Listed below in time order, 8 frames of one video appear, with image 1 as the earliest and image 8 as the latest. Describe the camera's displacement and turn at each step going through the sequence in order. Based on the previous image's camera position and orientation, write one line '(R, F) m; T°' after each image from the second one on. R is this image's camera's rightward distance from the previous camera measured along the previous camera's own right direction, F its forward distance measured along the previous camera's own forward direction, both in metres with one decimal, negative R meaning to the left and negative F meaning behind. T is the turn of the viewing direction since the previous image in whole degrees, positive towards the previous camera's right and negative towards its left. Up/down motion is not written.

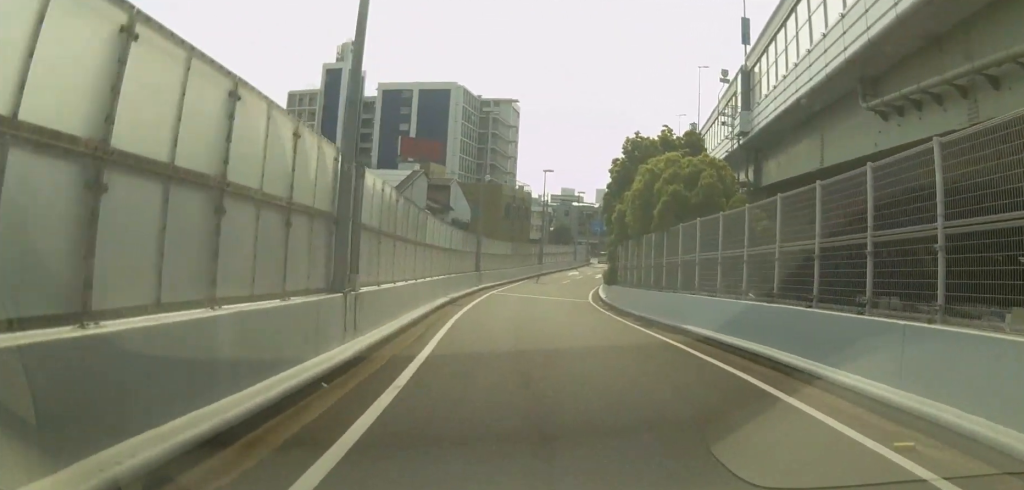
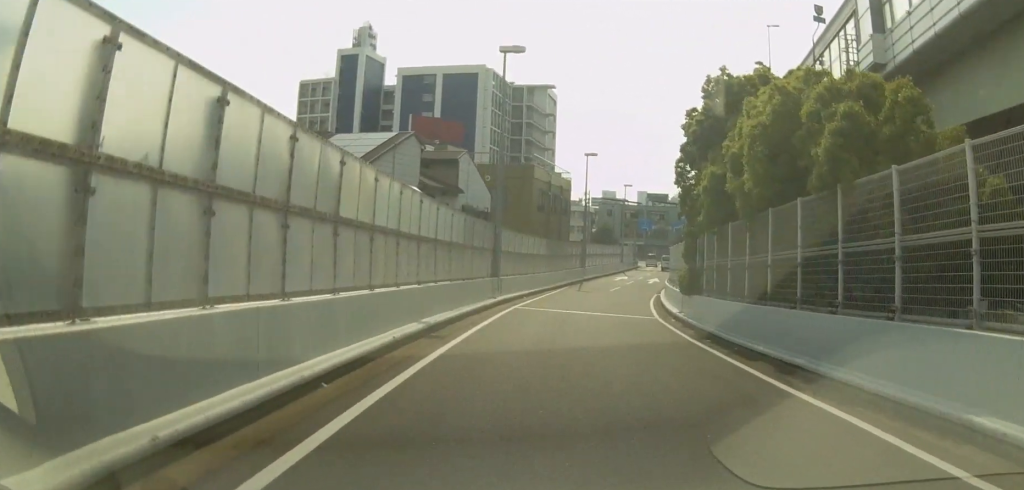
(-1.0, +12.7) m; -5°
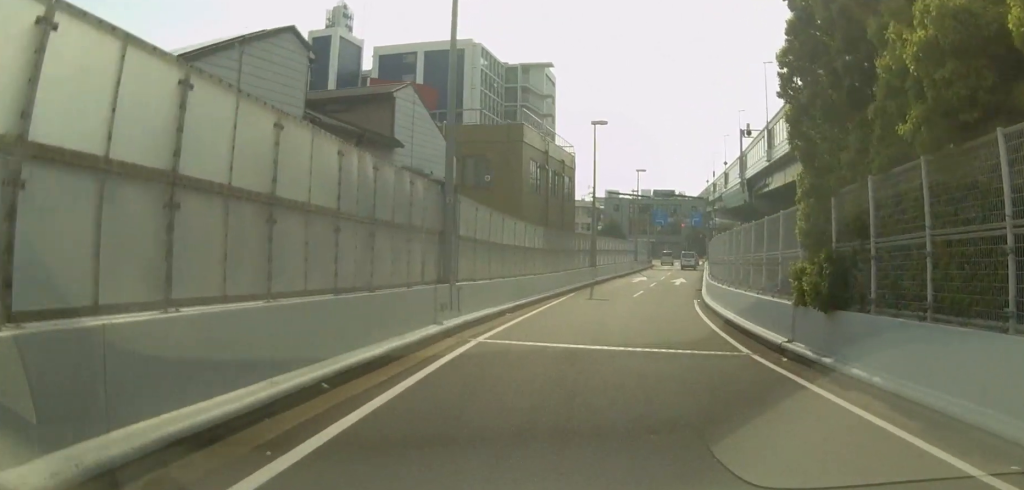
(0.0, +13.1) m; +2°
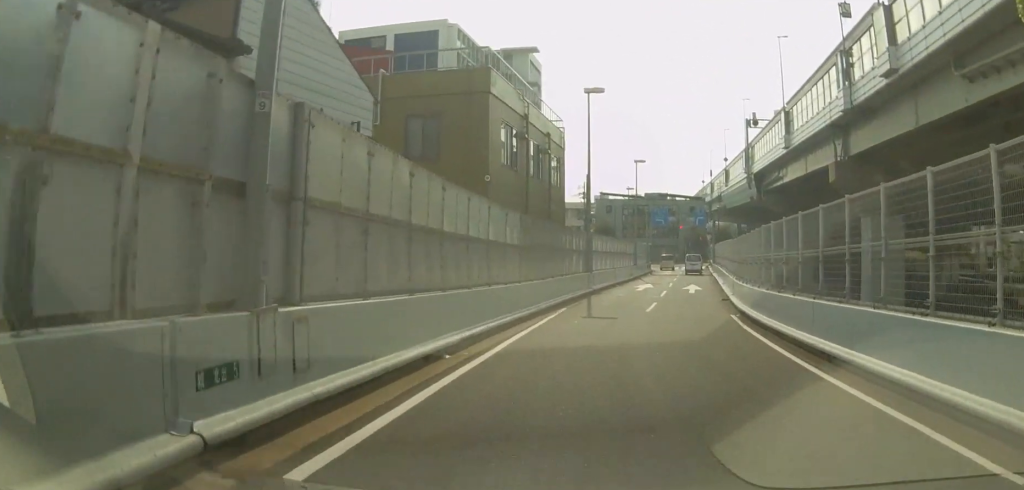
(+0.5, +9.9) m; 0°
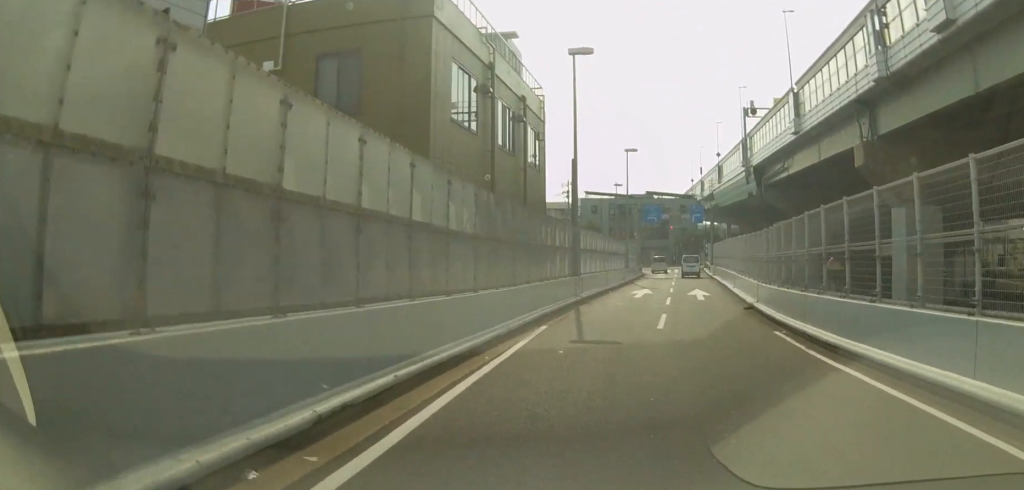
(-0.3, +7.2) m; 0°
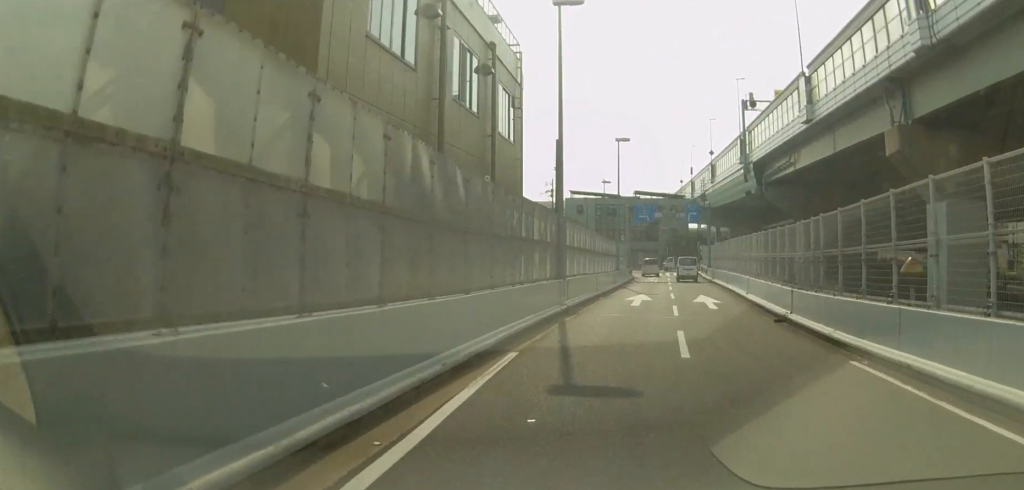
(-0.1, +6.4) m; 0°
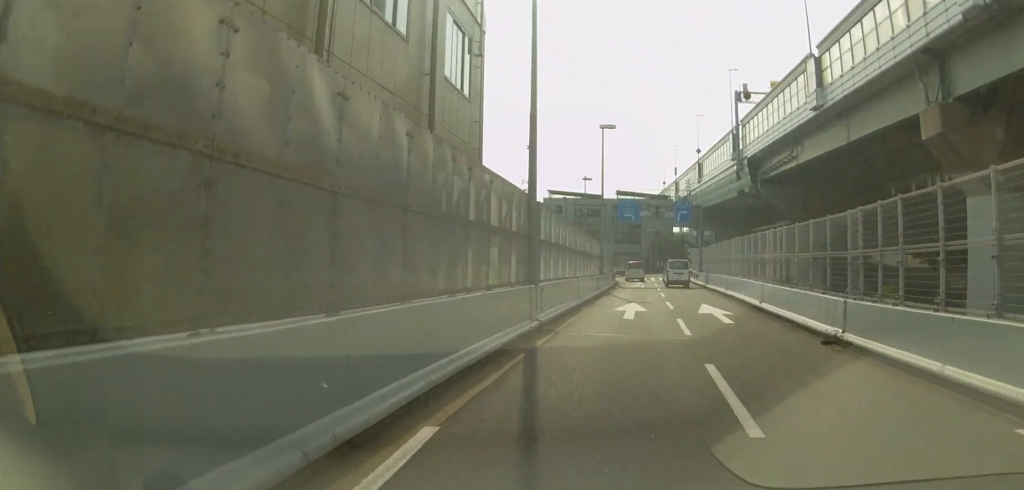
(+0.3, +6.1) m; 0°
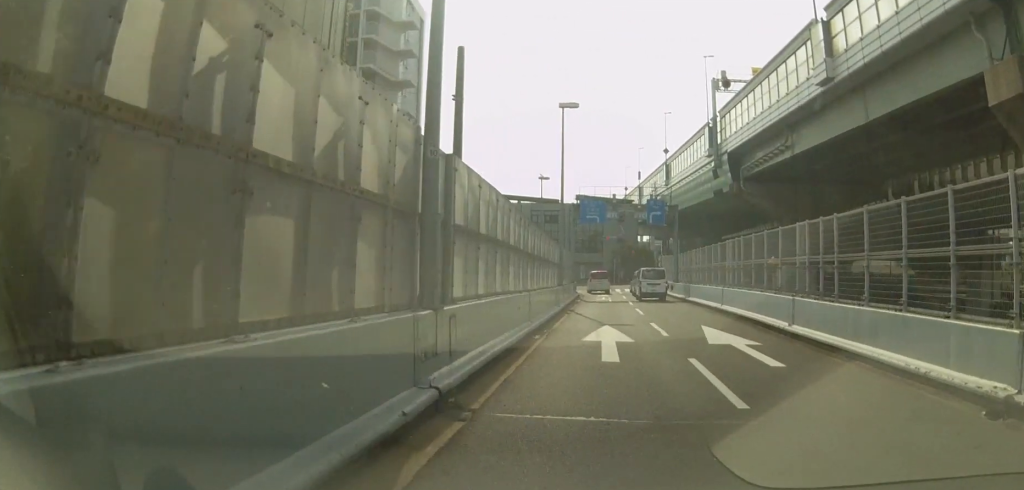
(-0.3, +8.7) m; +2°
